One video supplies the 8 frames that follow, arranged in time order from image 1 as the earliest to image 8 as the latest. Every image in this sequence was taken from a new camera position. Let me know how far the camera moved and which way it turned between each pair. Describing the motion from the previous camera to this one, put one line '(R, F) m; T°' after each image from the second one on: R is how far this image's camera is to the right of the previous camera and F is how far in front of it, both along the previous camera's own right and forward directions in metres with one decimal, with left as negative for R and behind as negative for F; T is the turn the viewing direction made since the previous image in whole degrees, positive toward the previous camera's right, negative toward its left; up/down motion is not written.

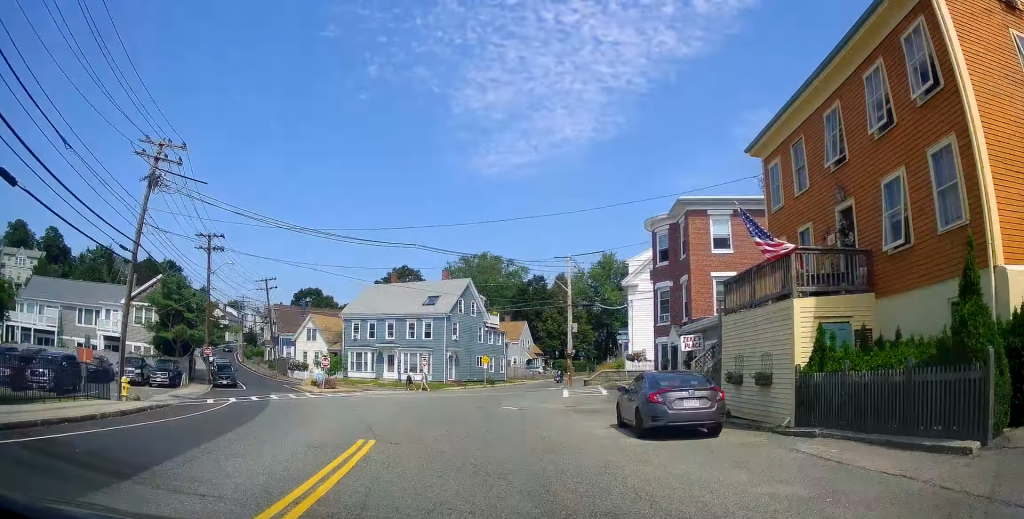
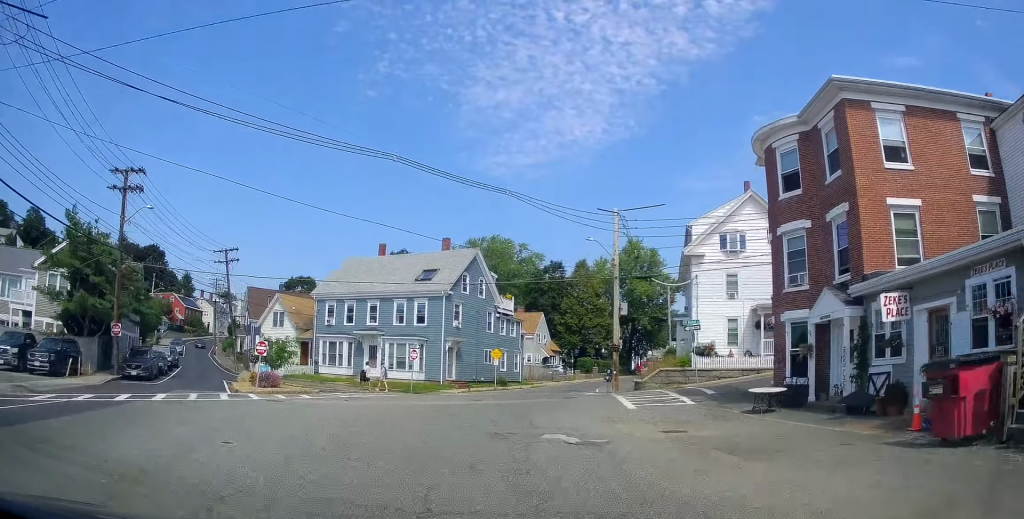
(-0.2, +13.6) m; -2°
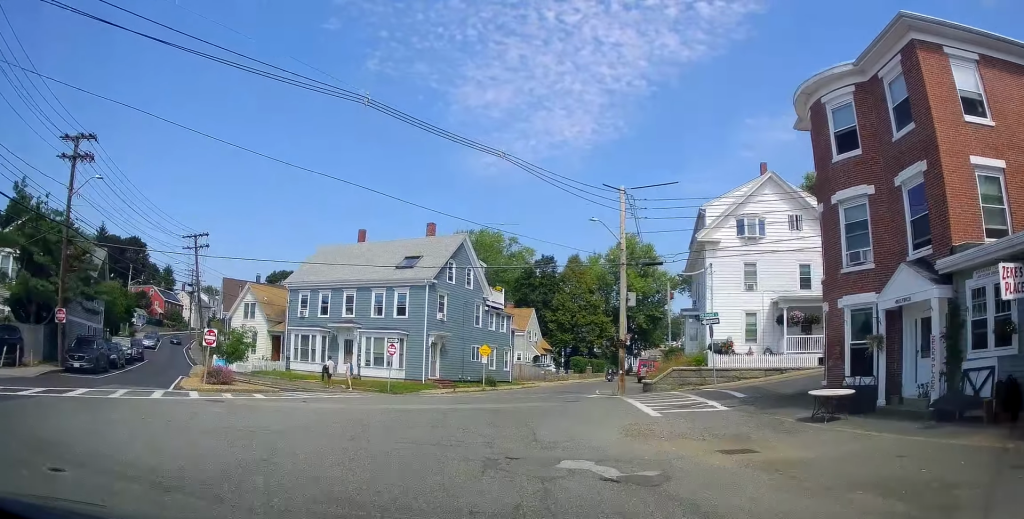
(0.0, +4.3) m; -1°
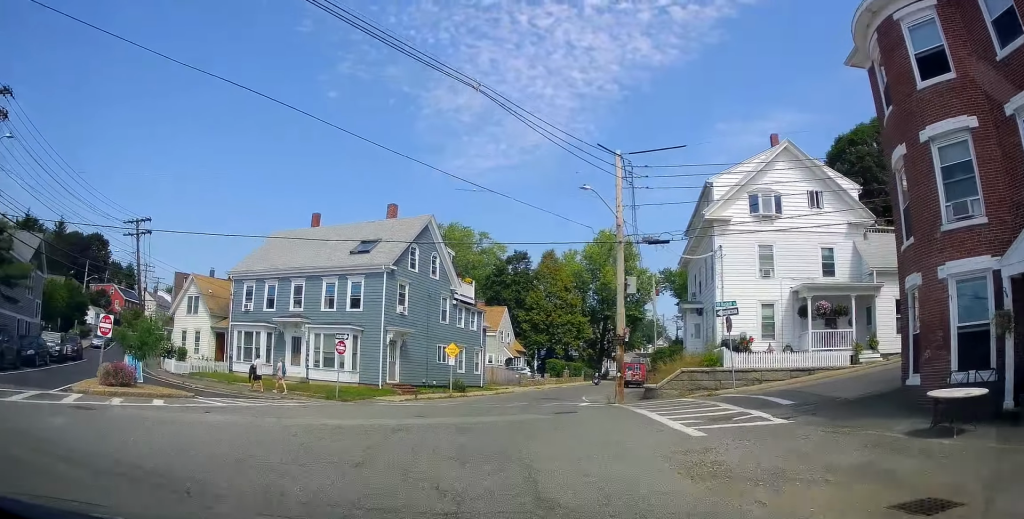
(0.0, +5.3) m; +2°
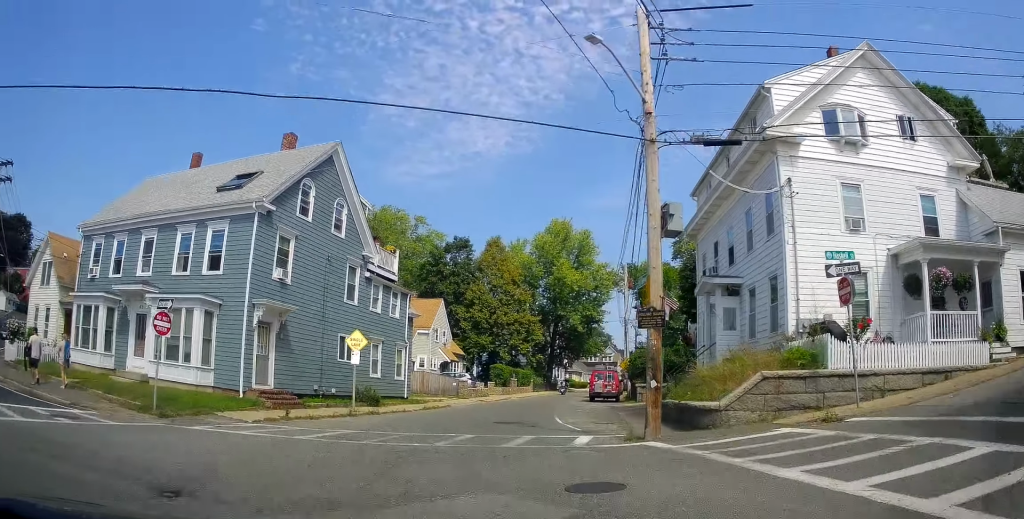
(+0.7, +11.5) m; +7°
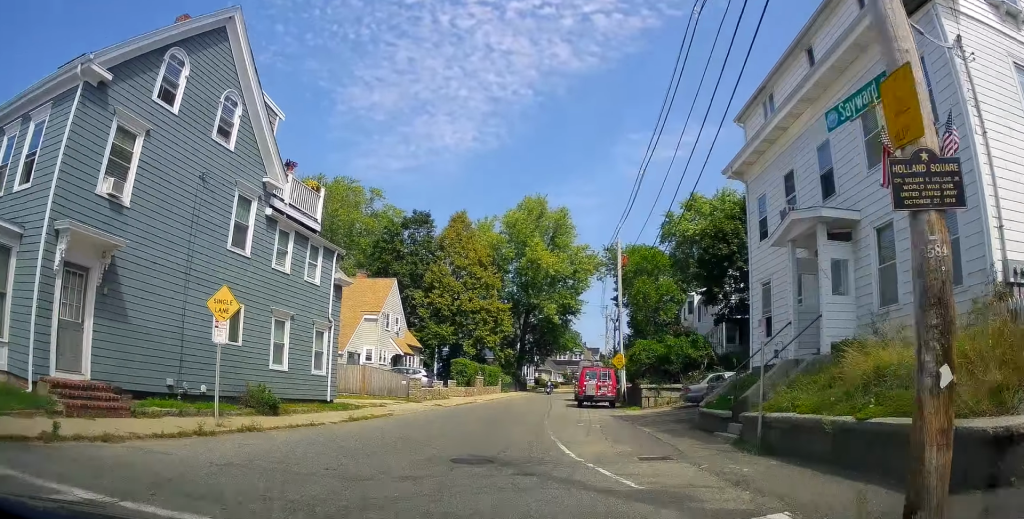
(+0.4, +9.4) m; +3°
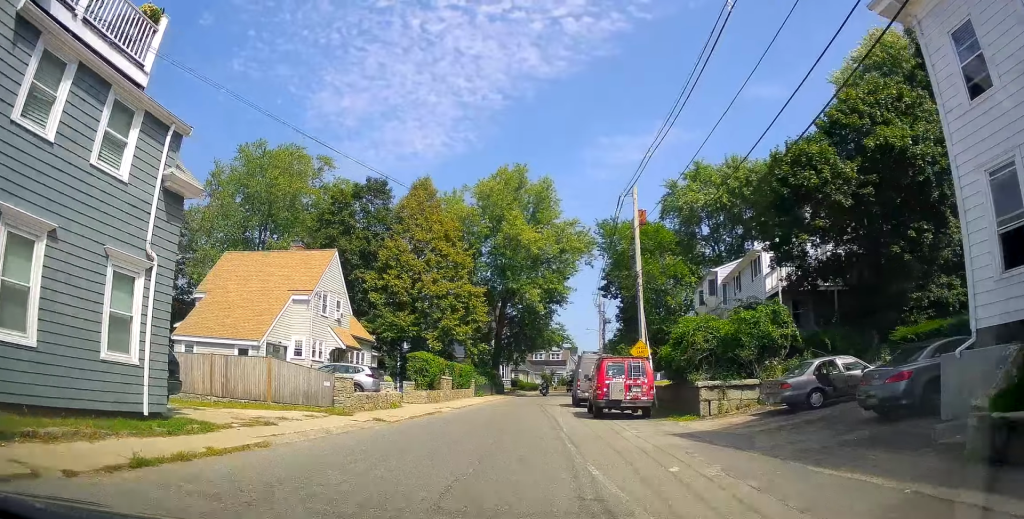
(+0.2, +11.0) m; +5°
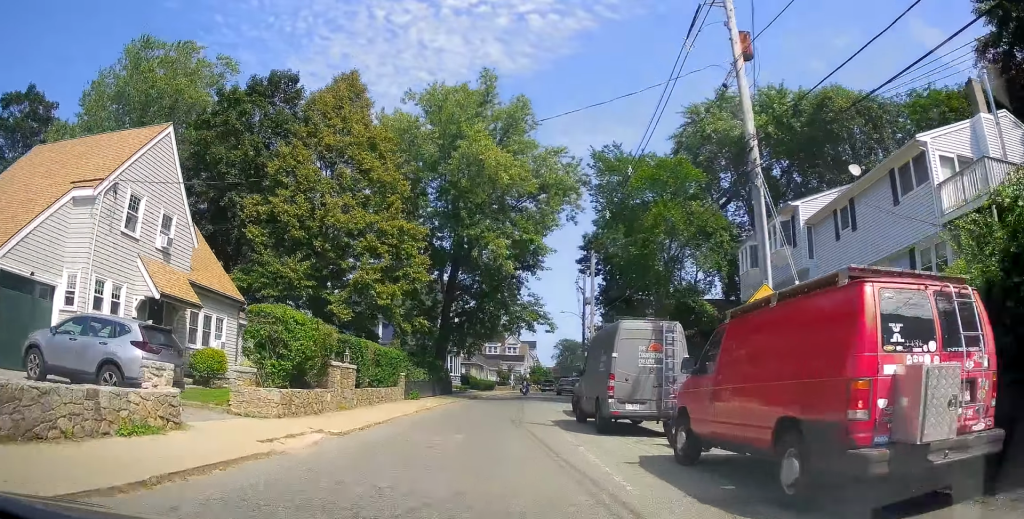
(+1.4, +15.8) m; +7°
